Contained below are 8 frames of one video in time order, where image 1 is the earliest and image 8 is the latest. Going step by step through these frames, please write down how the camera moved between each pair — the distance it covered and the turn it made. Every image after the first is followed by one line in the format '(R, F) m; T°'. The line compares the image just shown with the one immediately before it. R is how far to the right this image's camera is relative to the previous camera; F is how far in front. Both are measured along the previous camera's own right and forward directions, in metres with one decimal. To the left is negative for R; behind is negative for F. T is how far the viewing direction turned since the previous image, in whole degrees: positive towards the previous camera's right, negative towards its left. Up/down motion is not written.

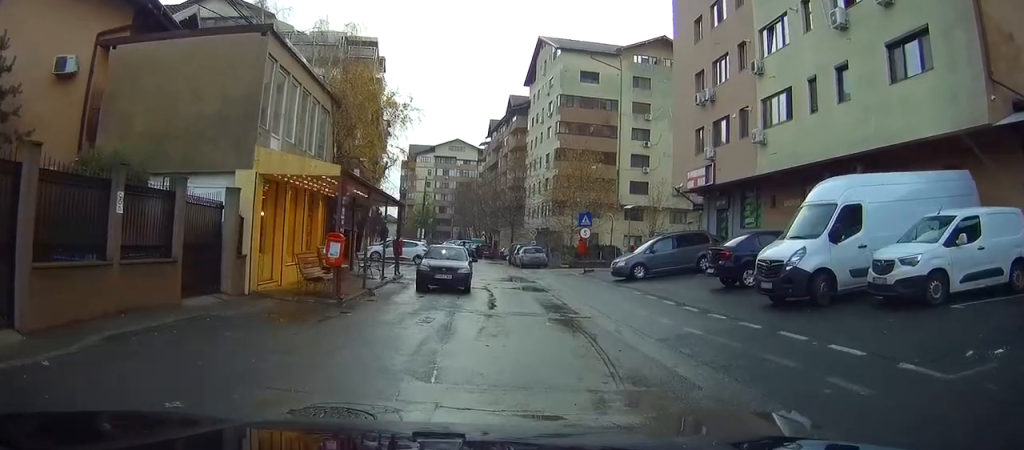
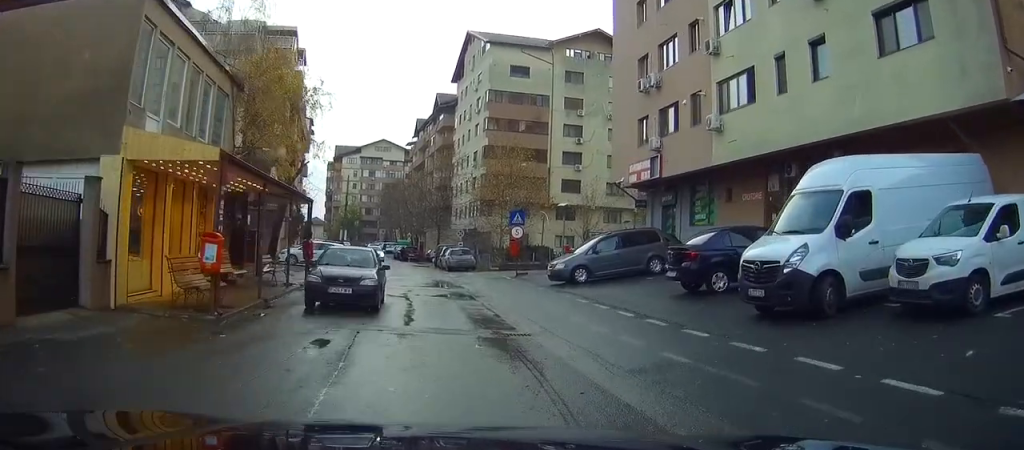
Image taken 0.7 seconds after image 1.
(+0.2, +3.5) m; +4°
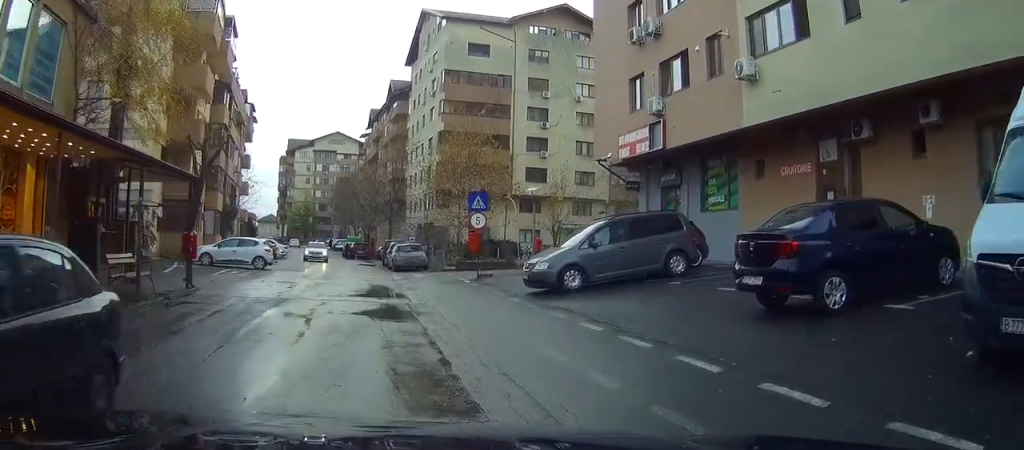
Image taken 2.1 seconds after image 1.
(+0.3, +7.3) m; 0°
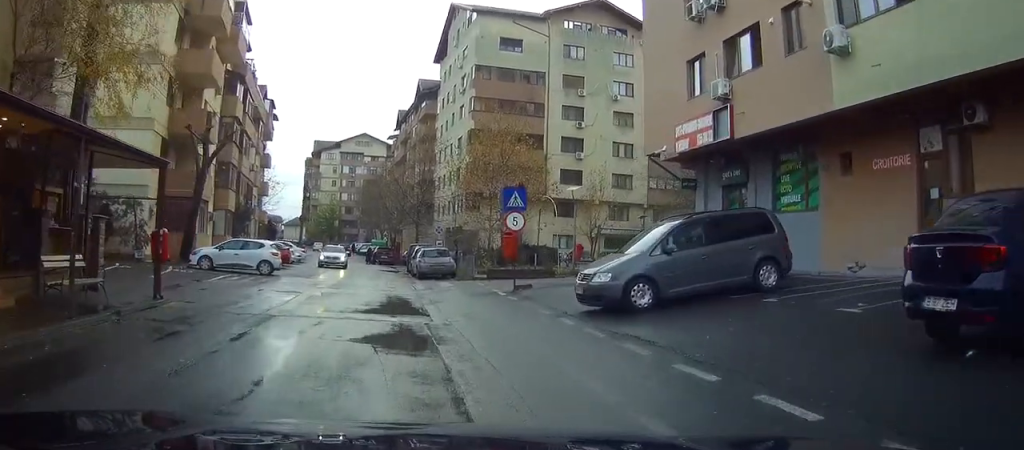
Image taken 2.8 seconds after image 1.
(-0.1, +3.8) m; -4°
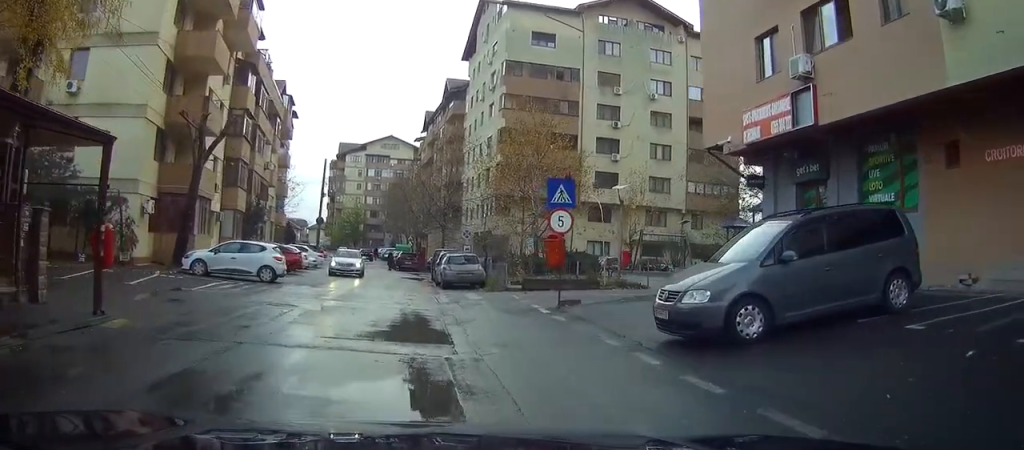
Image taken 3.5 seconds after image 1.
(-0.2, +3.7) m; -3°
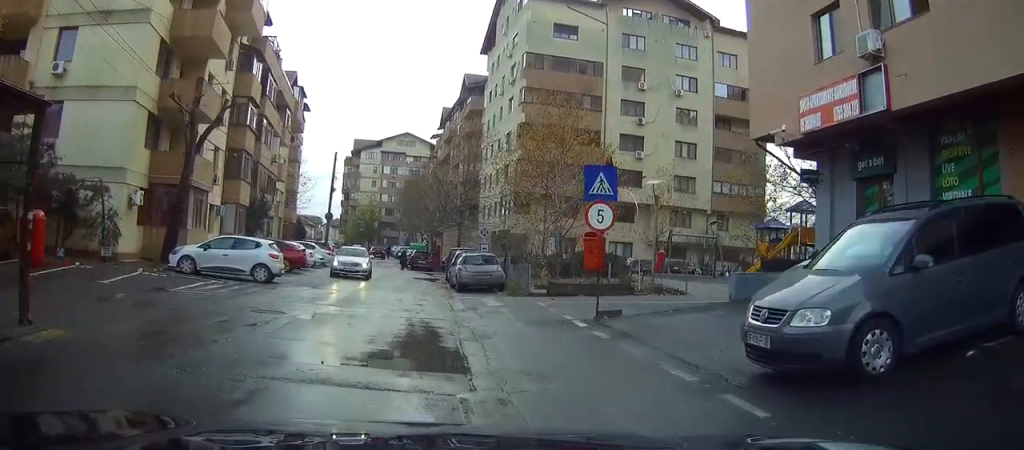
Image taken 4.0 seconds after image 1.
(0.0, +2.7) m; -2°
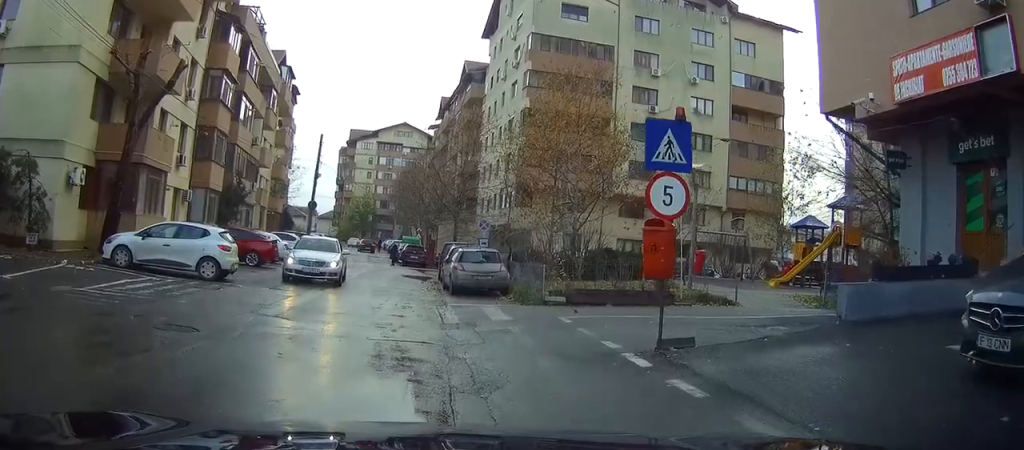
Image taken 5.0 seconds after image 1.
(-0.2, +4.7) m; -4°
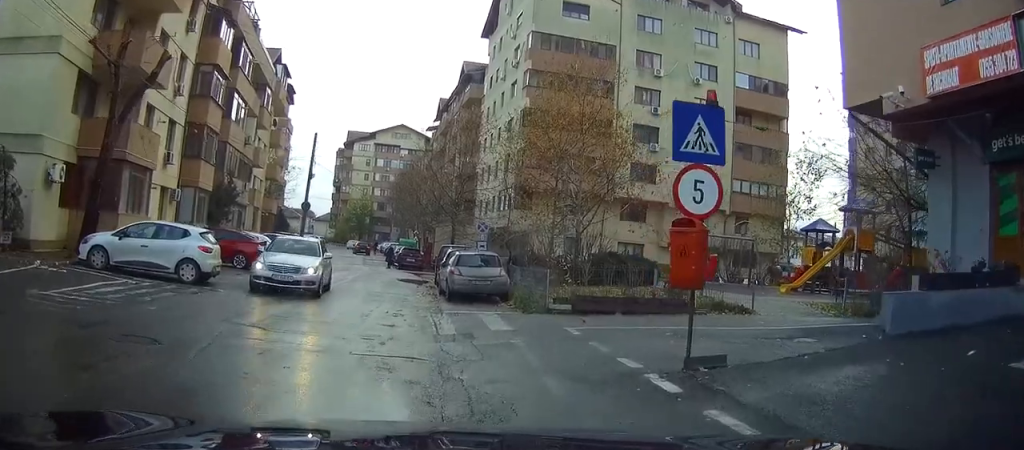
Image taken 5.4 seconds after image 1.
(0.0, +1.5) m; -4°
